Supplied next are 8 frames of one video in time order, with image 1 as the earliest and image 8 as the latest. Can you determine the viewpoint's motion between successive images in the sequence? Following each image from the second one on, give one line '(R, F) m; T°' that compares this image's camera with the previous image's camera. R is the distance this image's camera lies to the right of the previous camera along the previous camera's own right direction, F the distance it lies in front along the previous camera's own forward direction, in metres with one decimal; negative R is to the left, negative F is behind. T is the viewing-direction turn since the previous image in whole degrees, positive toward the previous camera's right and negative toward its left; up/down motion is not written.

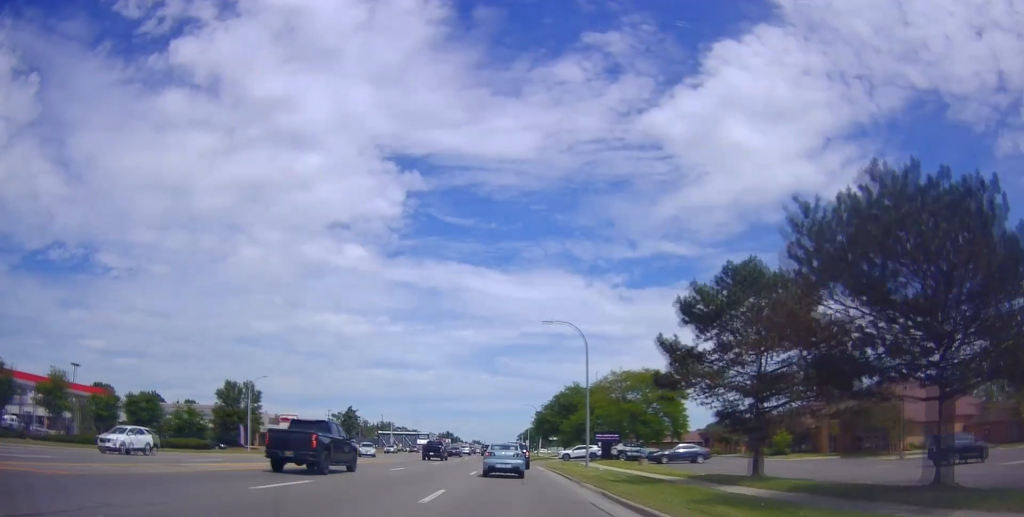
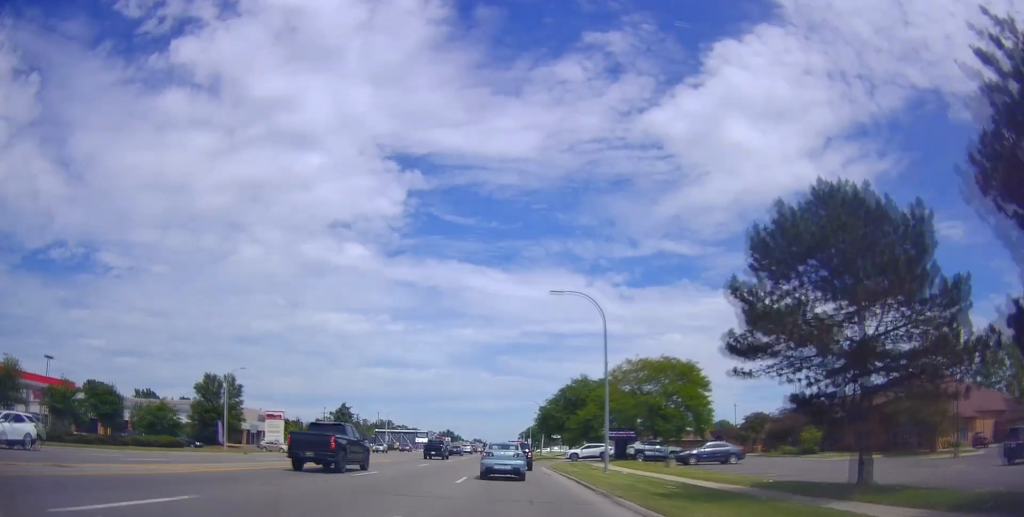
(-0.2, +7.3) m; -1°
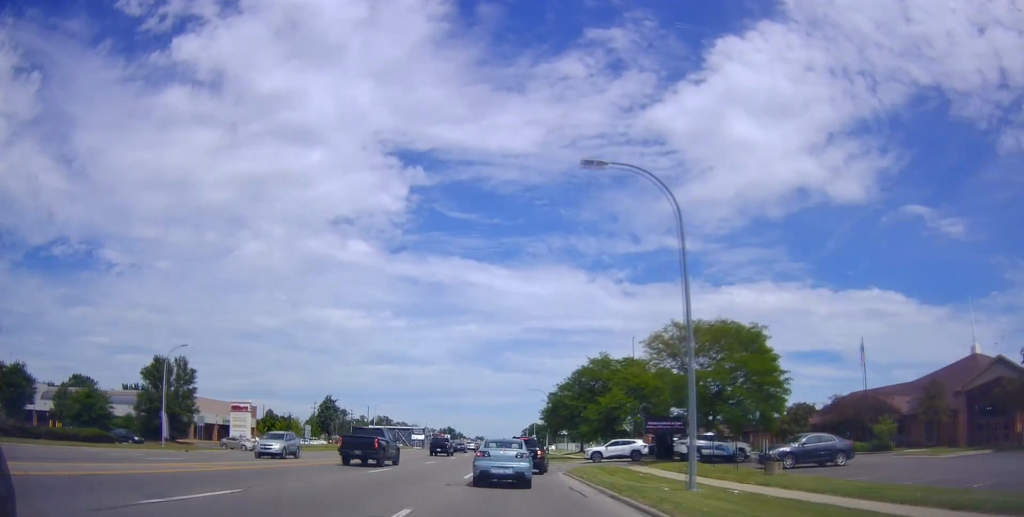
(-0.2, +15.7) m; -1°
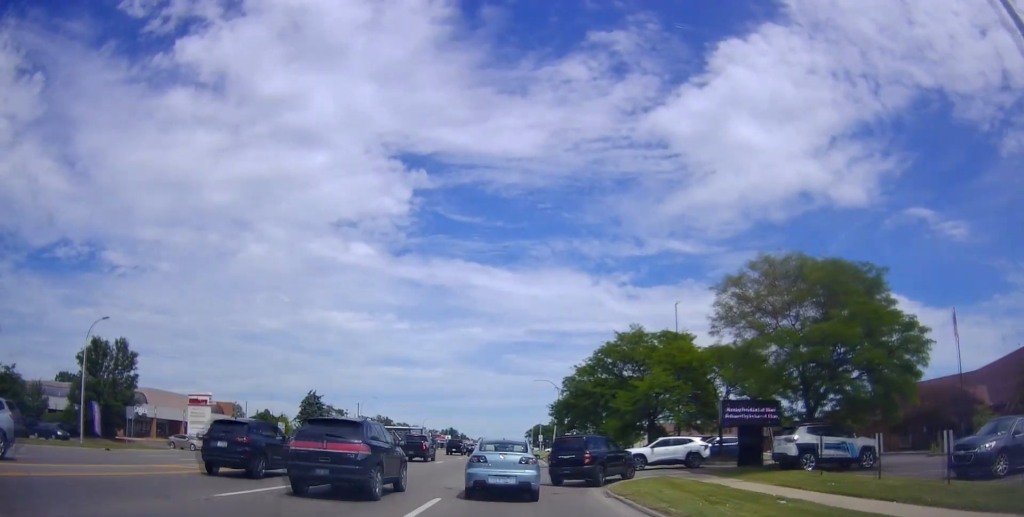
(-0.3, +16.8) m; 0°
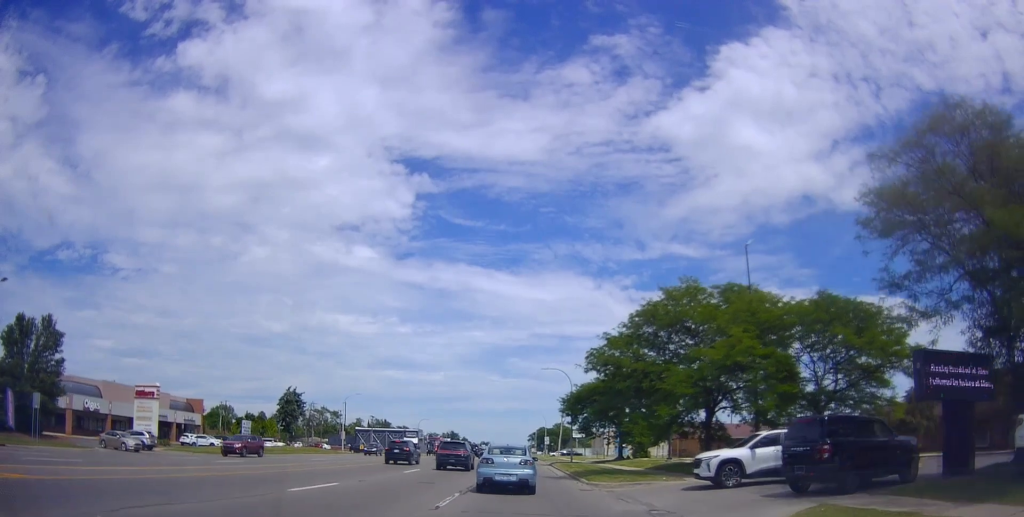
(+0.7, +14.4) m; +5°
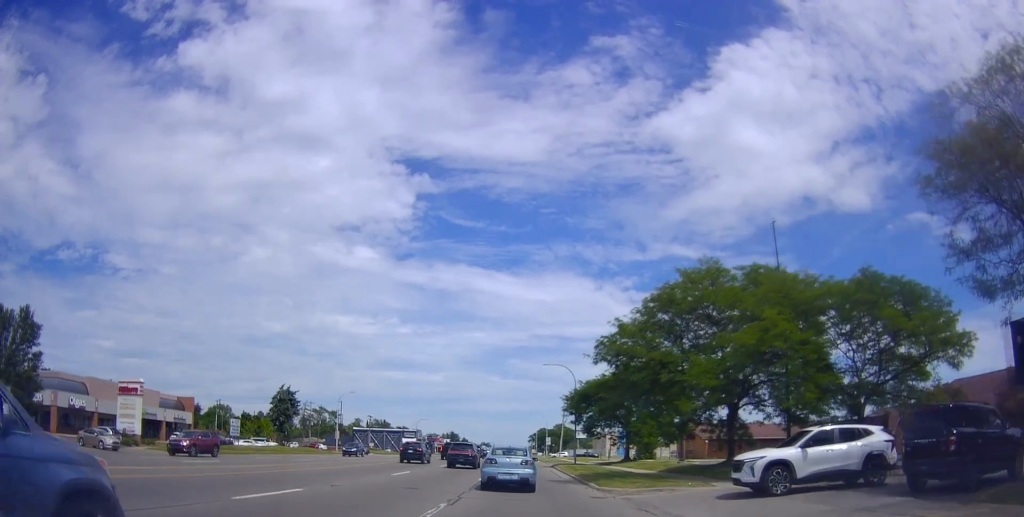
(0.0, +2.7) m; 0°
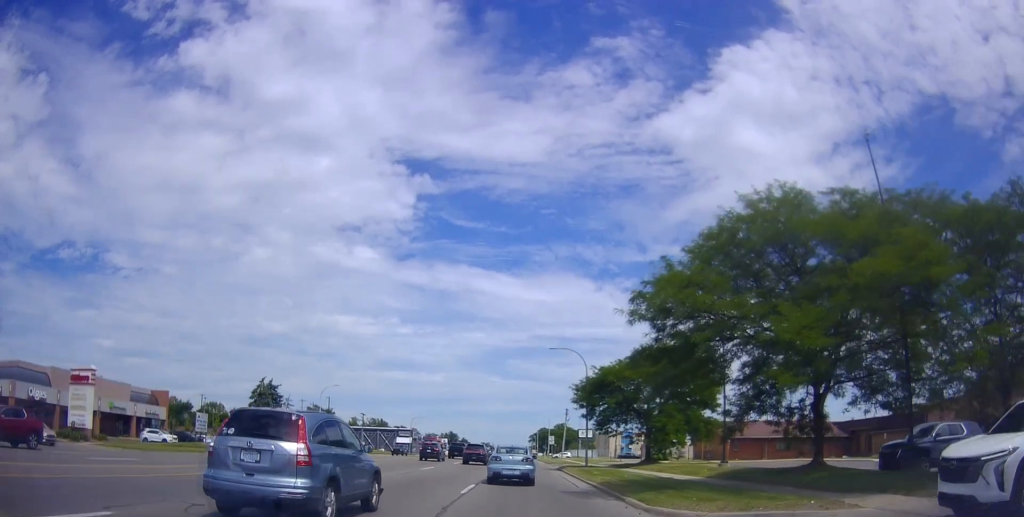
(0.0, +6.6) m; 0°
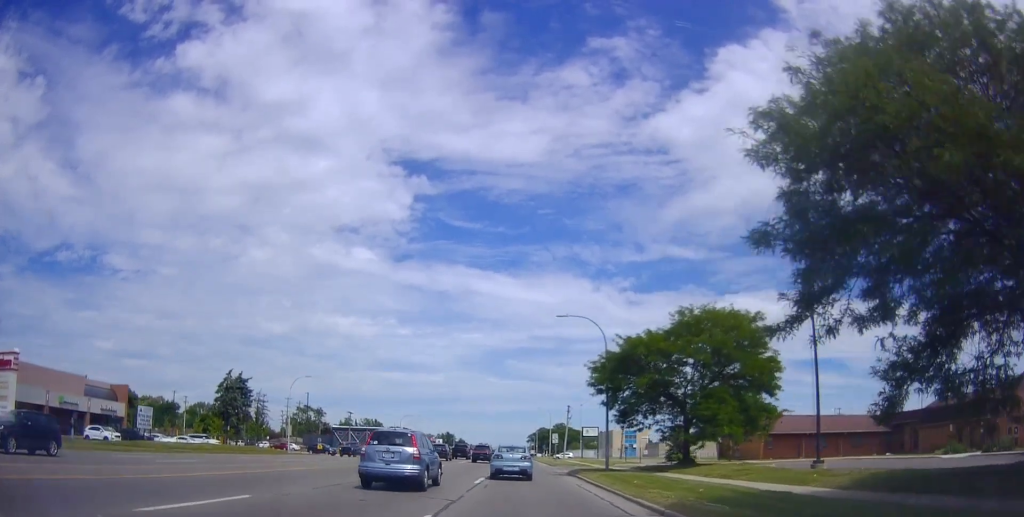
(0.0, +8.7) m; 0°
